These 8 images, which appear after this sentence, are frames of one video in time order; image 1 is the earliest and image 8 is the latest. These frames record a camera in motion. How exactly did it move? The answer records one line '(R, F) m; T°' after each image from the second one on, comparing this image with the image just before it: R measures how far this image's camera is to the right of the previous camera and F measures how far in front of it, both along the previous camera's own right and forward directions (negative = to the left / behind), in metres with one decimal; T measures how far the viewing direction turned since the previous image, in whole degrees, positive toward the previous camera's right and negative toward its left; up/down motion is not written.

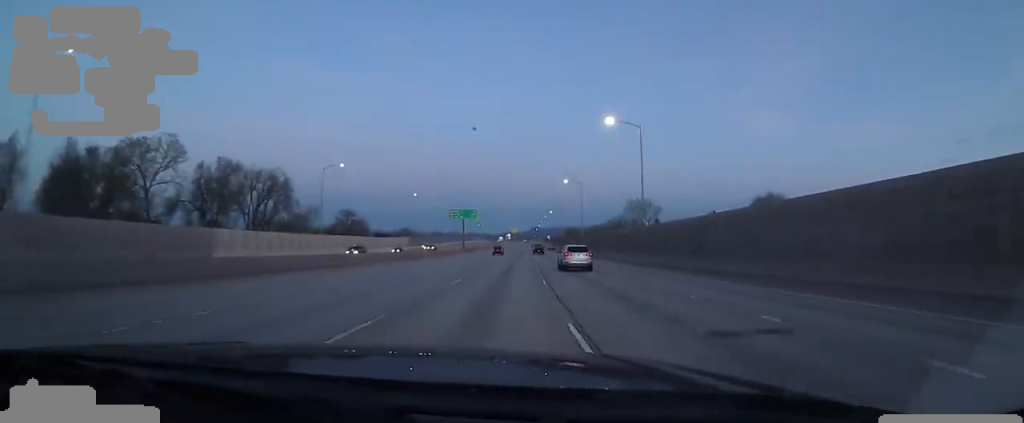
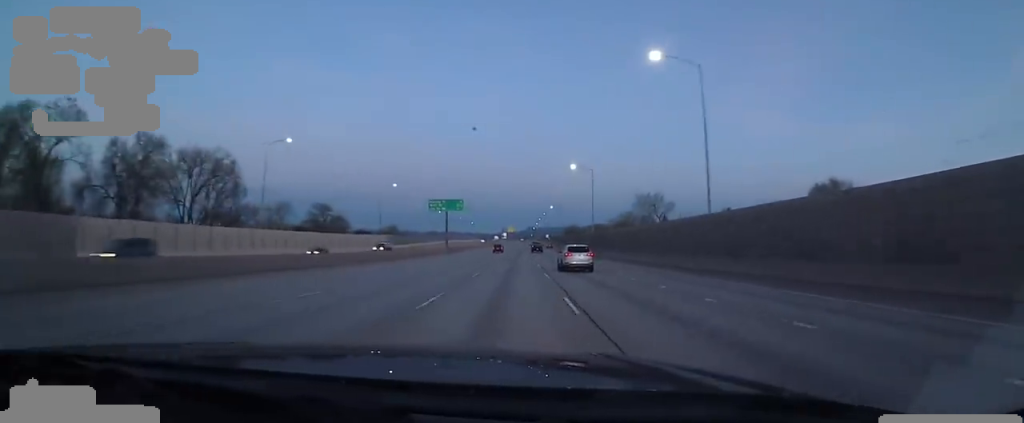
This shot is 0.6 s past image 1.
(+0.3, +19.2) m; -2°
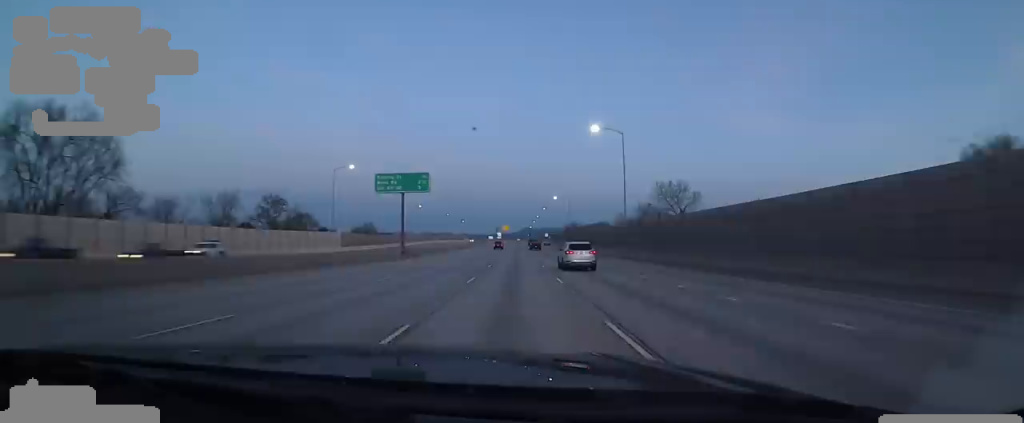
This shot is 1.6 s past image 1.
(-1.4, +28.6) m; 0°
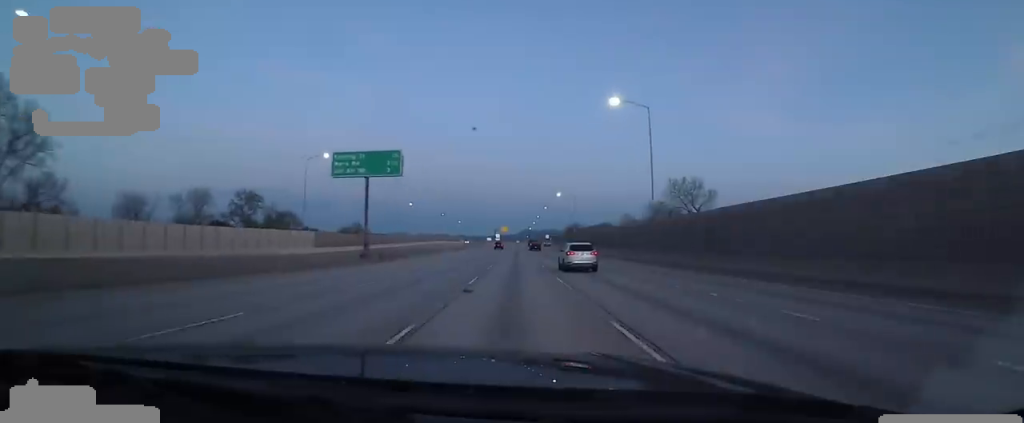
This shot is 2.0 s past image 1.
(+0.5, +12.3) m; +1°
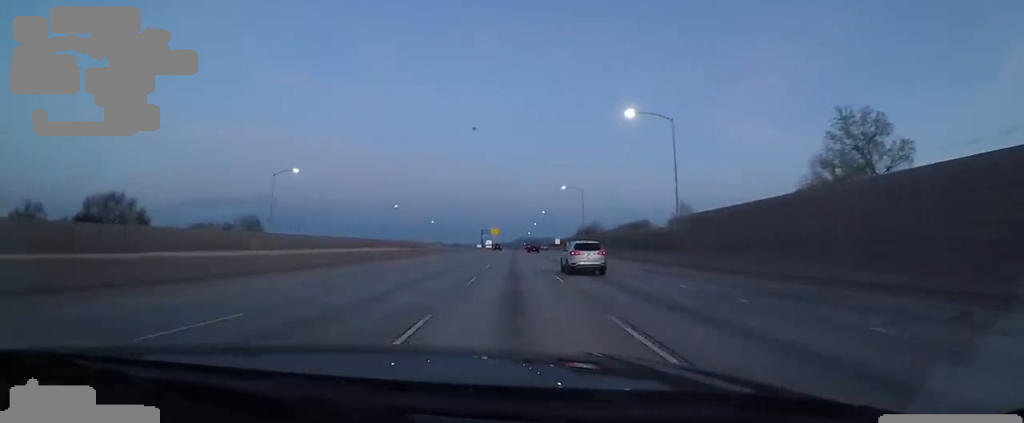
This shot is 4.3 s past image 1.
(+4.5, +72.4) m; +5°
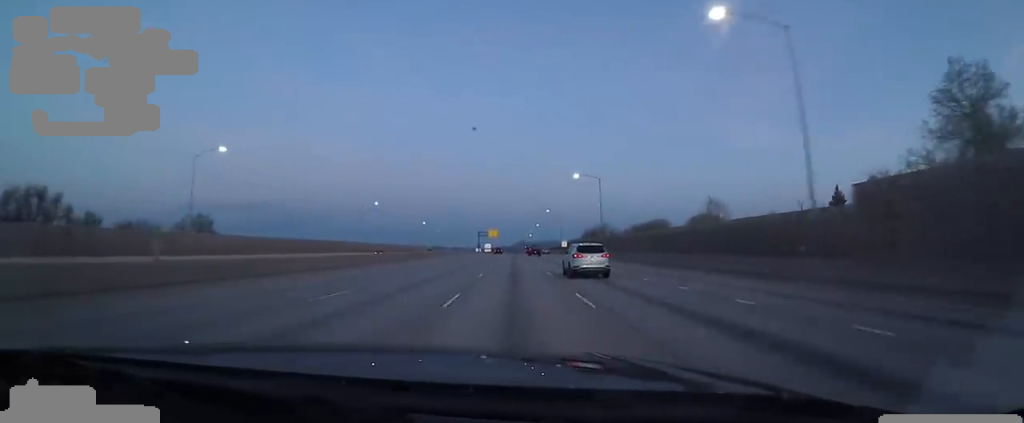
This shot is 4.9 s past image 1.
(0.0, +18.8) m; -1°
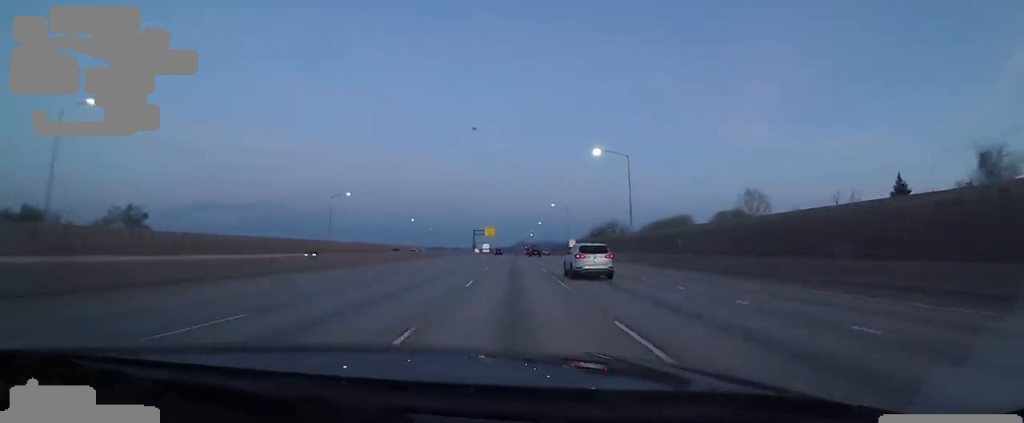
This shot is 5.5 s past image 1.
(-0.7, +18.8) m; -2°
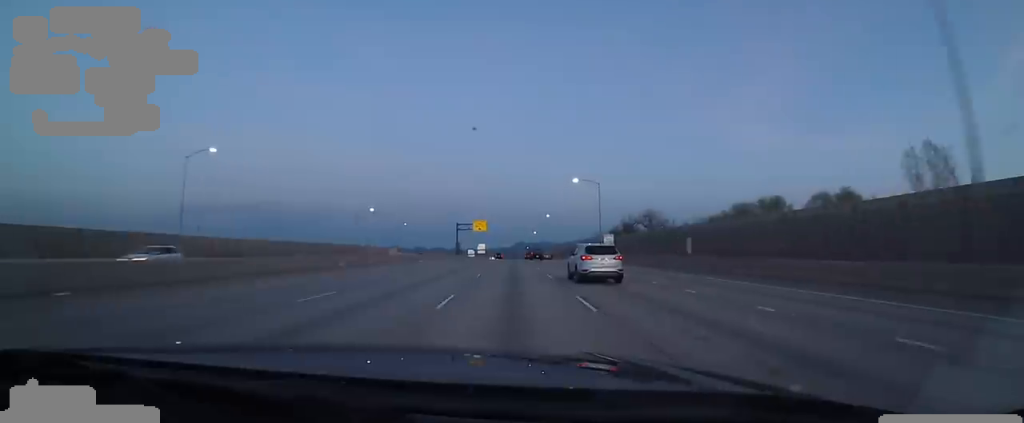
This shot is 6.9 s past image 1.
(-0.2, +43.2) m; 0°
